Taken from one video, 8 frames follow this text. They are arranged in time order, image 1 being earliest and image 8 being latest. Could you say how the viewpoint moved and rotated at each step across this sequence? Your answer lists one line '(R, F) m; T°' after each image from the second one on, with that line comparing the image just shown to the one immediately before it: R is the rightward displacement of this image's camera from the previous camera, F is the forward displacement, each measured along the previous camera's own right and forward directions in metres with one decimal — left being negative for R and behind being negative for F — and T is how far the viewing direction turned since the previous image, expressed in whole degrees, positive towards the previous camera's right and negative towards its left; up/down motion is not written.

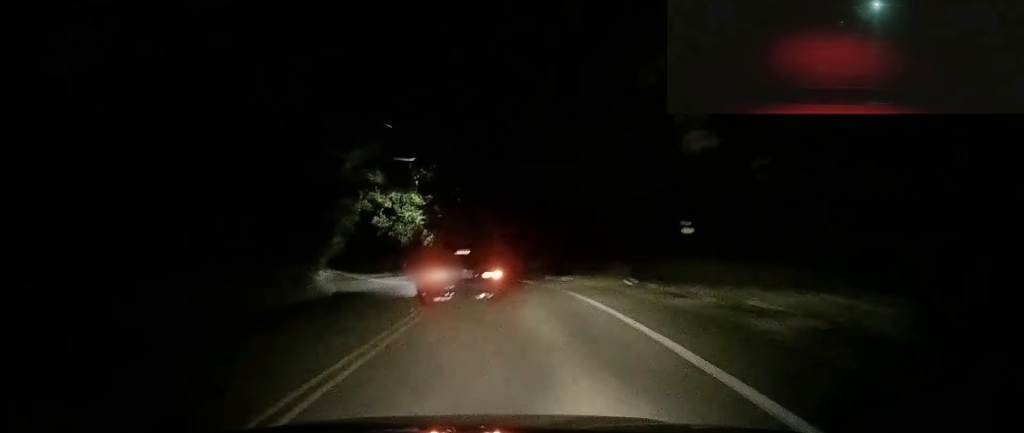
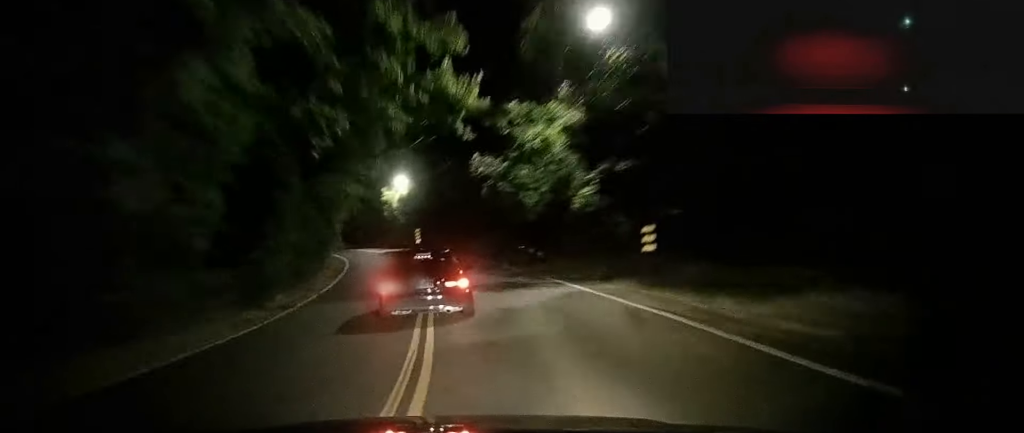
(+0.3, +28.7) m; -3°
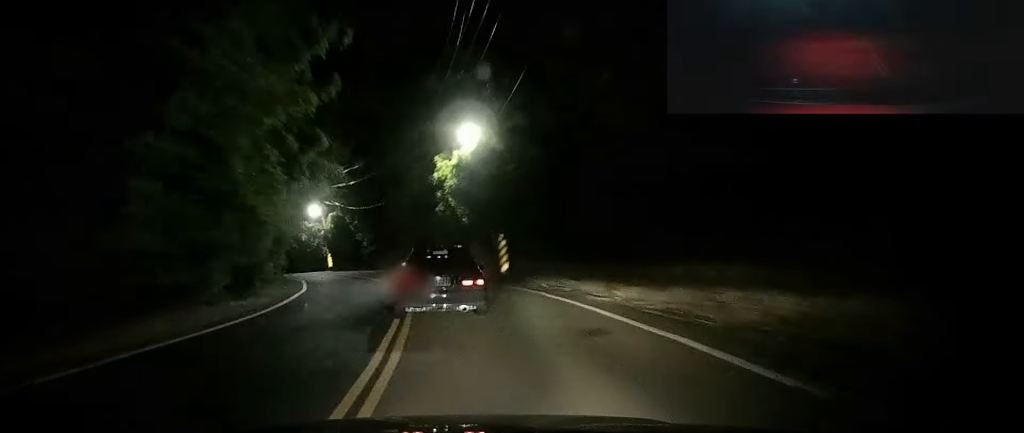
(-2.3, +32.0) m; -12°
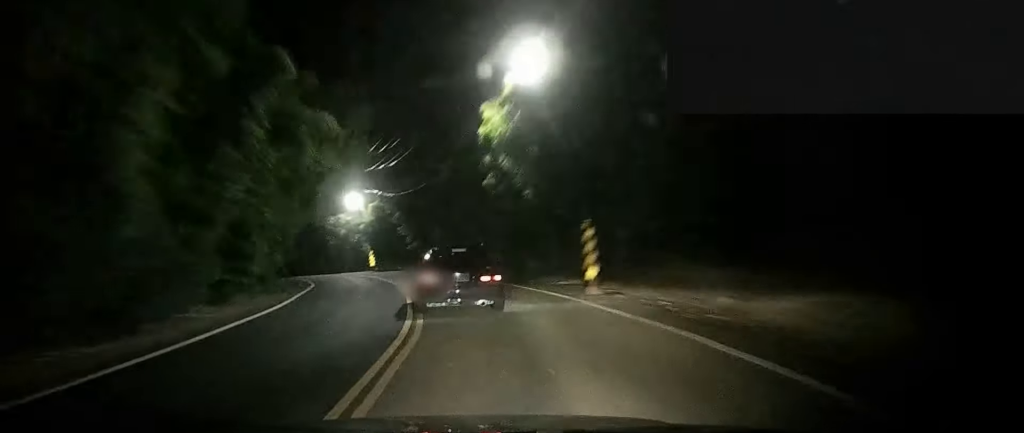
(-1.0, +9.3) m; -6°
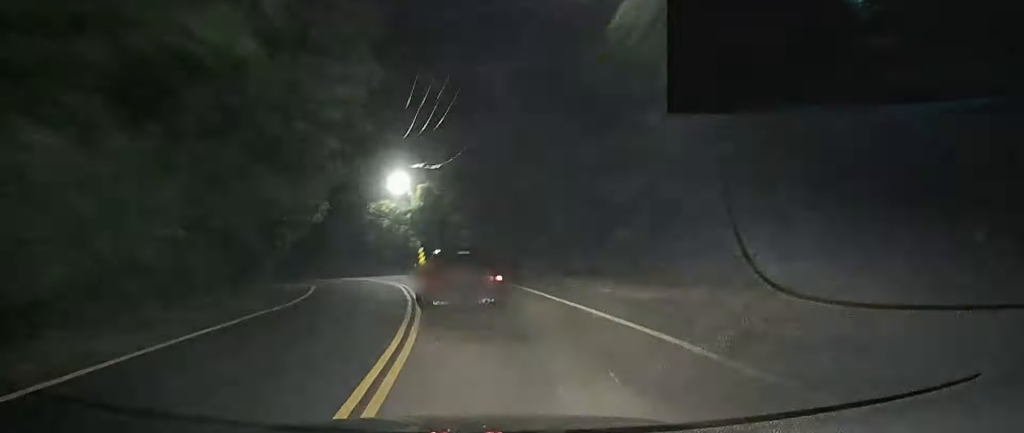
(-0.3, +12.8) m; -8°
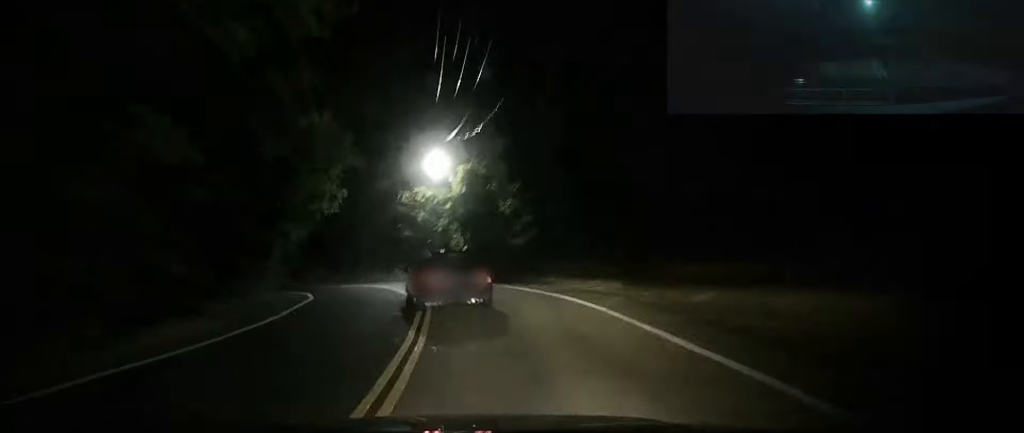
(-0.9, +8.4) m; -6°
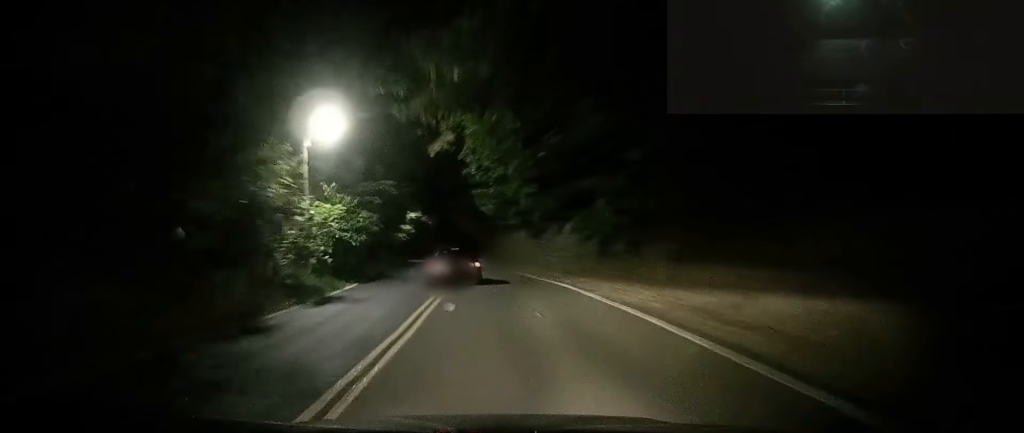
(-15.6, +46.0) m; -38°
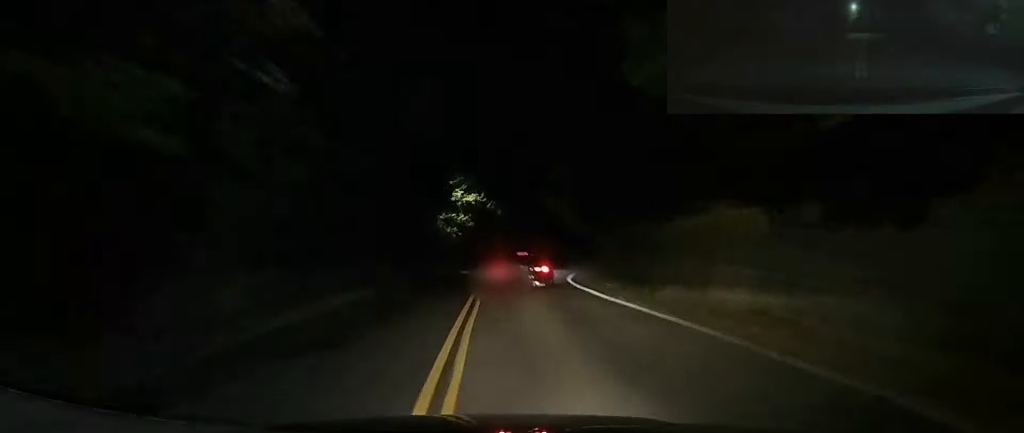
(-2.5, +22.6) m; -8°
